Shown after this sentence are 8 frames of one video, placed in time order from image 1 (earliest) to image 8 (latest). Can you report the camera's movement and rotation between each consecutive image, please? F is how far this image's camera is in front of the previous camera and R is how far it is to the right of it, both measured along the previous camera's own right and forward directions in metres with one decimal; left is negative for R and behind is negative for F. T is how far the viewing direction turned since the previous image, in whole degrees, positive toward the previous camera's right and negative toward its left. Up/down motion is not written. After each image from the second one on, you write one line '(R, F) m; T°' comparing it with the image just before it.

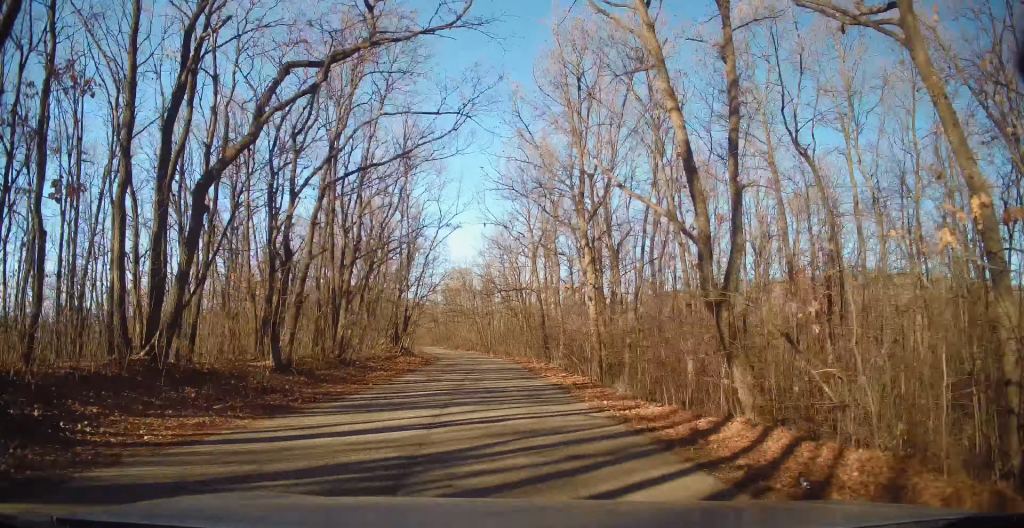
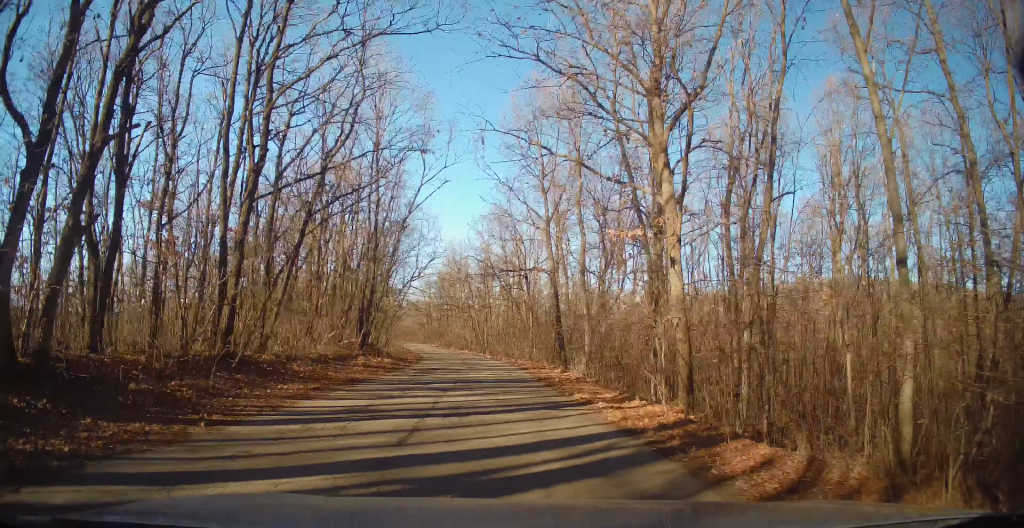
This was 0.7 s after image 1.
(0.0, +9.8) m; 0°
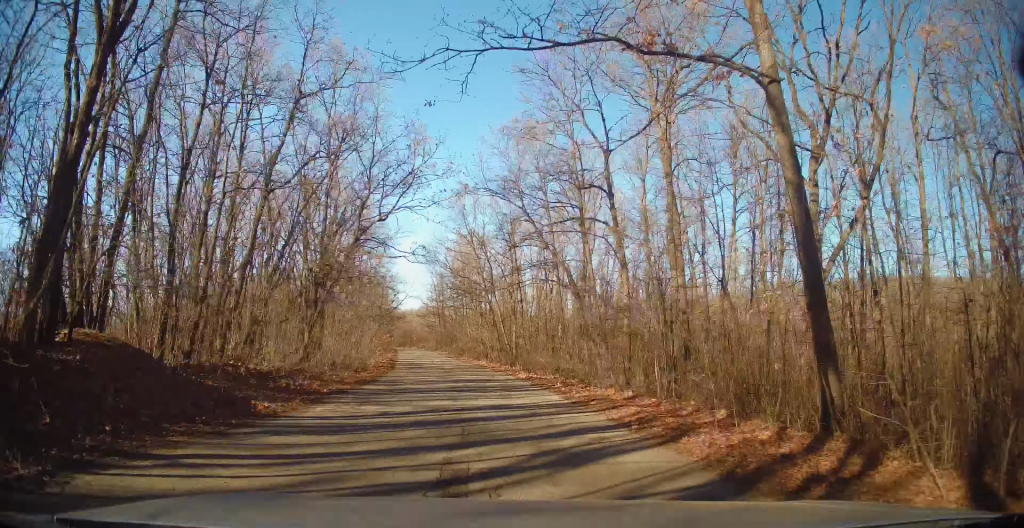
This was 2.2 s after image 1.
(-0.1, +22.4) m; -1°
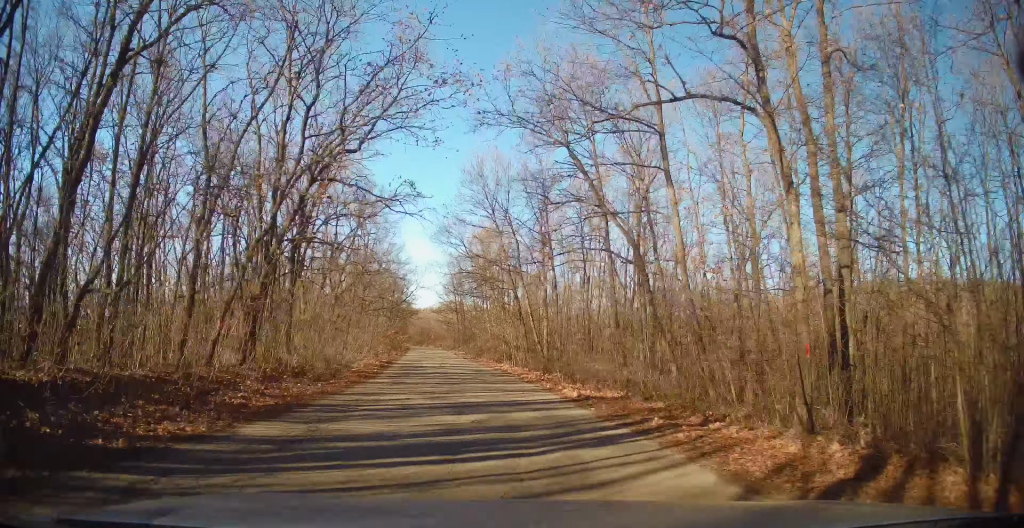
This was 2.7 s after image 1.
(-0.1, +8.7) m; -2°
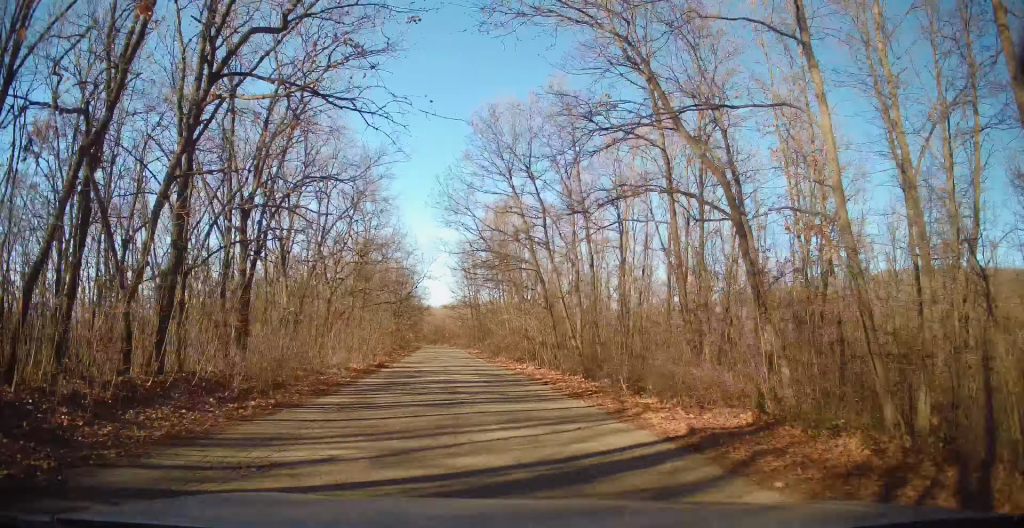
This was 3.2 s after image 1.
(0.0, +6.7) m; -1°
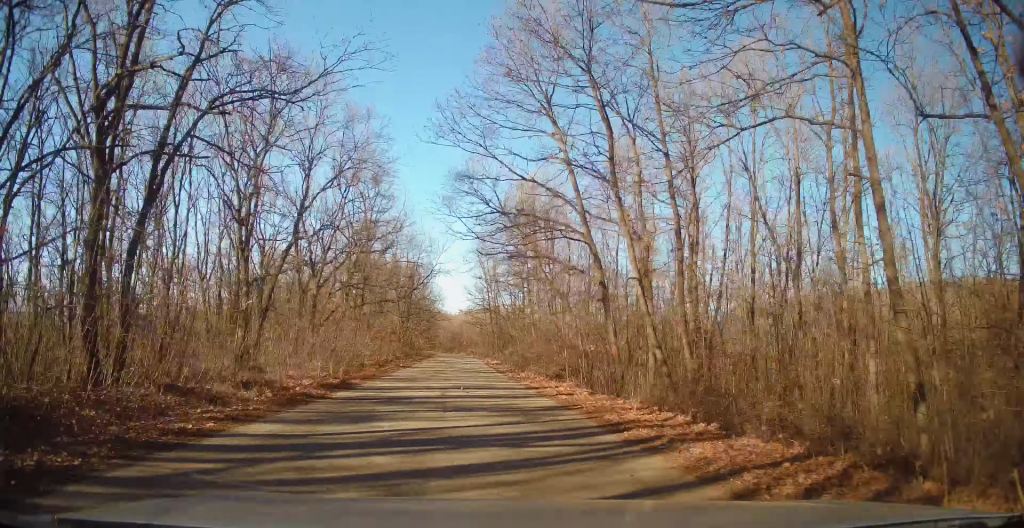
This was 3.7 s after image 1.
(-0.3, +9.1) m; -2°
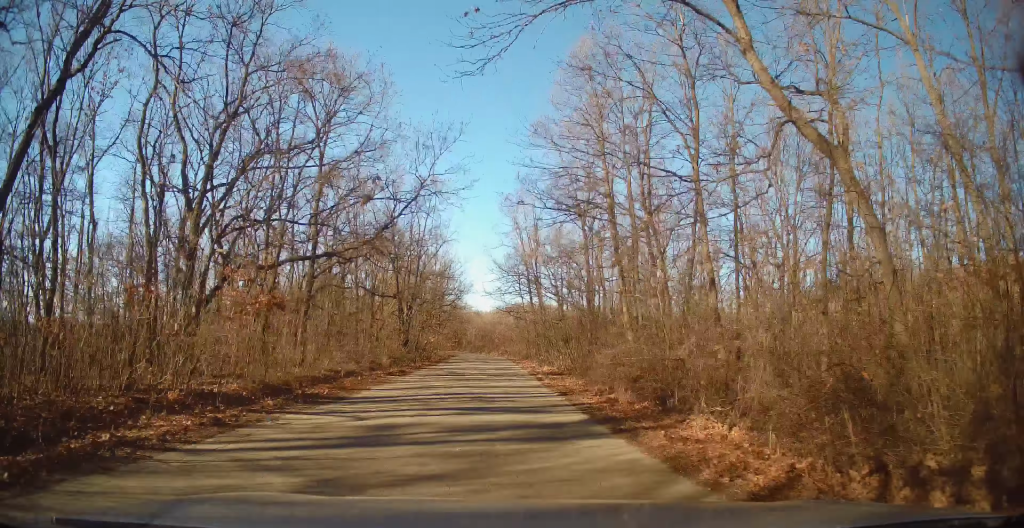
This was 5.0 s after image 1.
(-0.5, +20.8) m; -4°
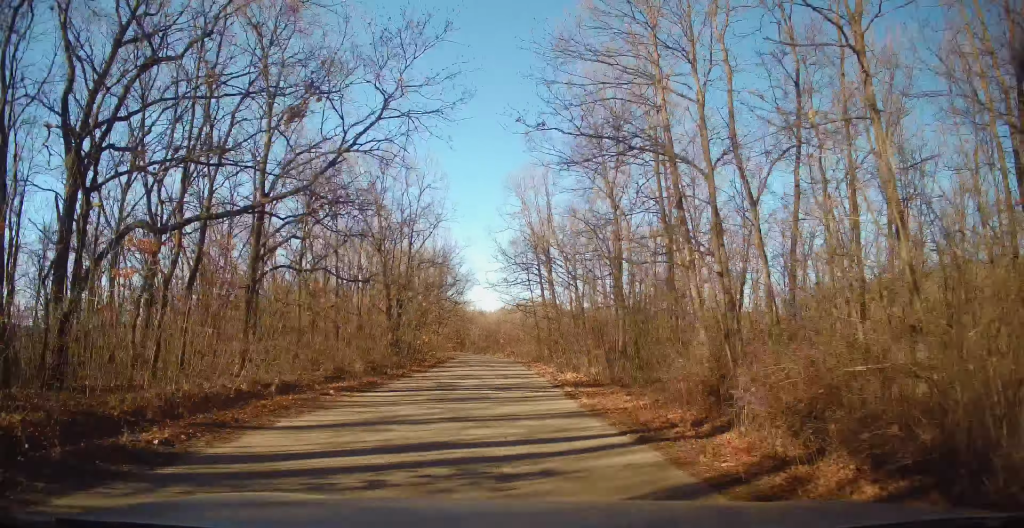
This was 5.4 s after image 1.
(-0.2, +7.3) m; -1°
